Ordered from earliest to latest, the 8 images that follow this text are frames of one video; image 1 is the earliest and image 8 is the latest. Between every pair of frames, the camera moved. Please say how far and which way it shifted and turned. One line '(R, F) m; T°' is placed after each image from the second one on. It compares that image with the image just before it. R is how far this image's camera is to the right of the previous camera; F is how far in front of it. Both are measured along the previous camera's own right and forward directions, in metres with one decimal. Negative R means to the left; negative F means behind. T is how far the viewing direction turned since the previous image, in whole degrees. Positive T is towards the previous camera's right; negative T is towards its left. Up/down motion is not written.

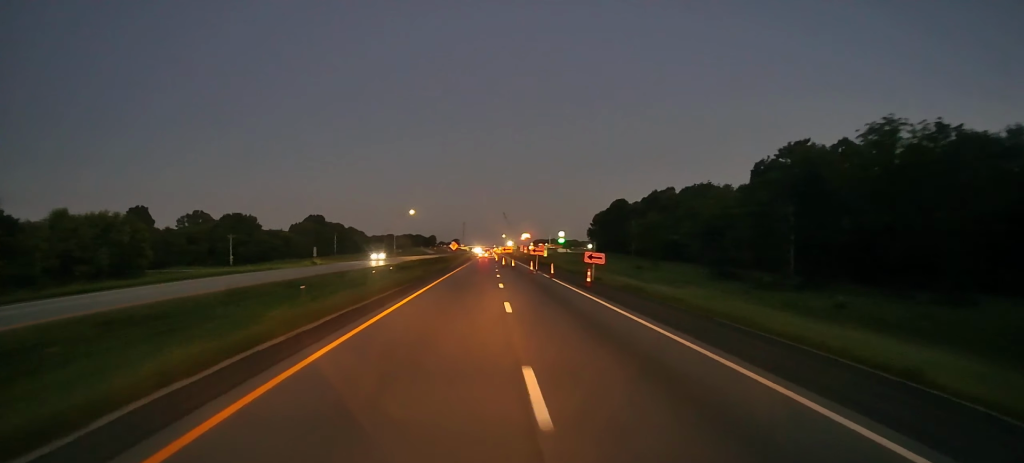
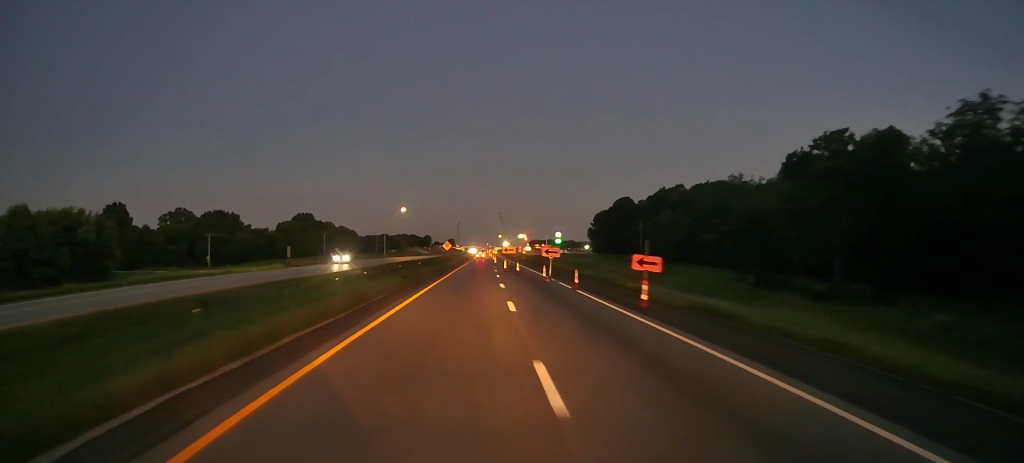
(-0.2, +11.8) m; 0°
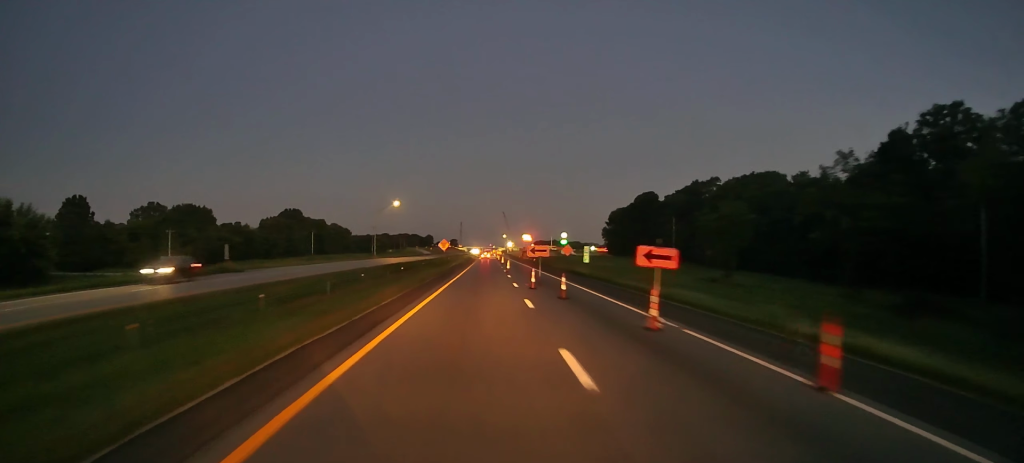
(+0.4, +23.5) m; +1°
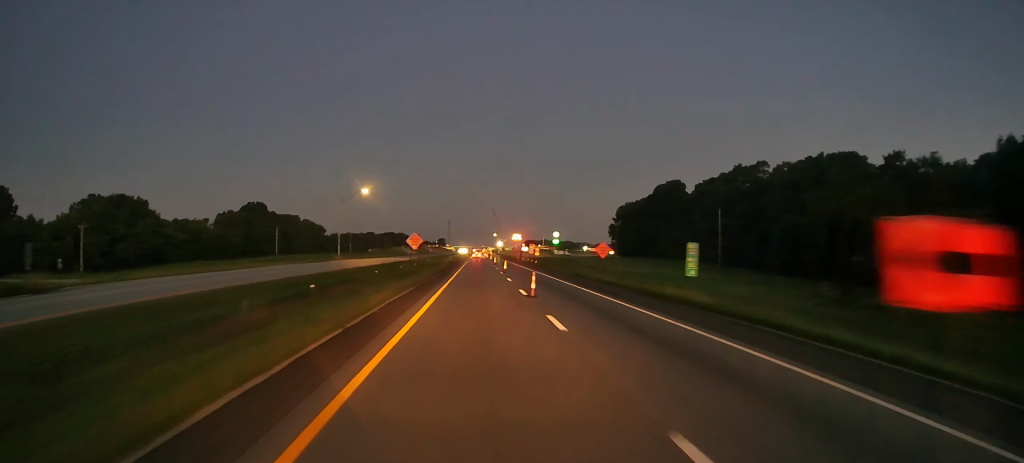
(0.0, +30.9) m; 0°
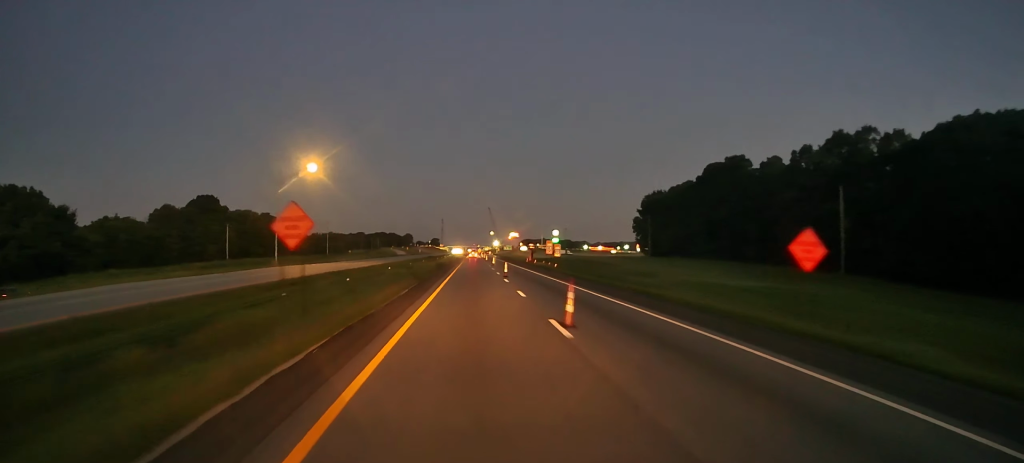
(+0.4, +38.2) m; +1°
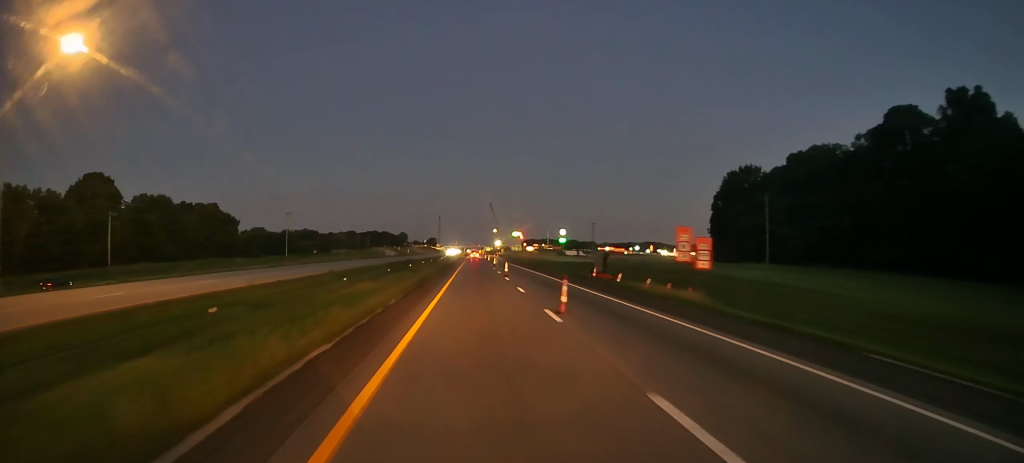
(+0.4, +58.2) m; 0°
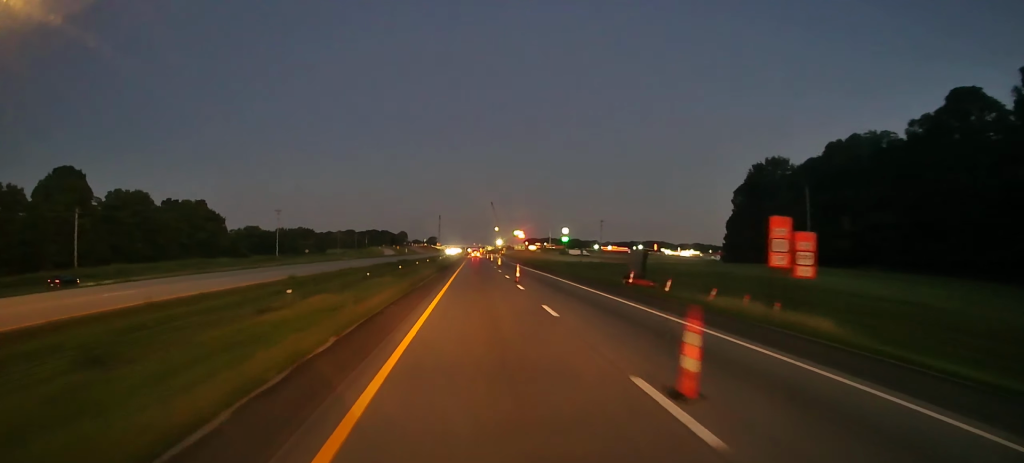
(0.0, +11.2) m; 0°
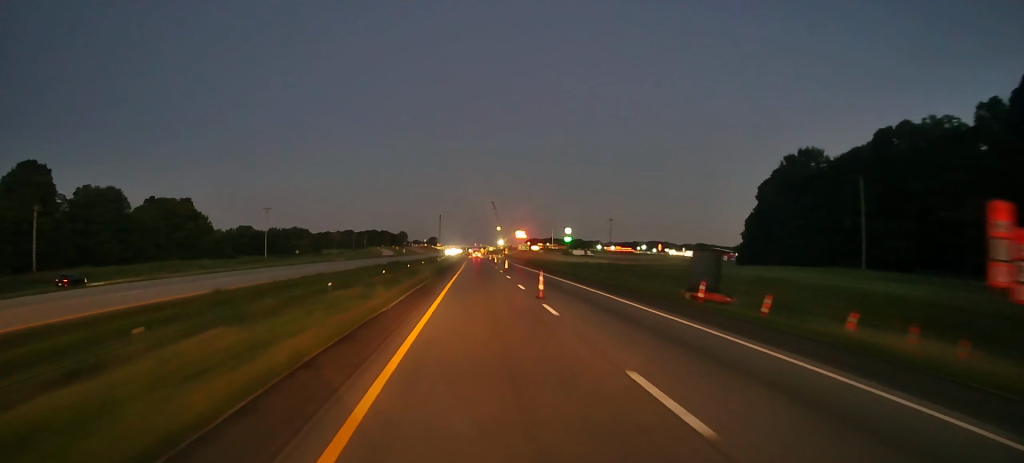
(-0.1, +11.9) m; +1°
